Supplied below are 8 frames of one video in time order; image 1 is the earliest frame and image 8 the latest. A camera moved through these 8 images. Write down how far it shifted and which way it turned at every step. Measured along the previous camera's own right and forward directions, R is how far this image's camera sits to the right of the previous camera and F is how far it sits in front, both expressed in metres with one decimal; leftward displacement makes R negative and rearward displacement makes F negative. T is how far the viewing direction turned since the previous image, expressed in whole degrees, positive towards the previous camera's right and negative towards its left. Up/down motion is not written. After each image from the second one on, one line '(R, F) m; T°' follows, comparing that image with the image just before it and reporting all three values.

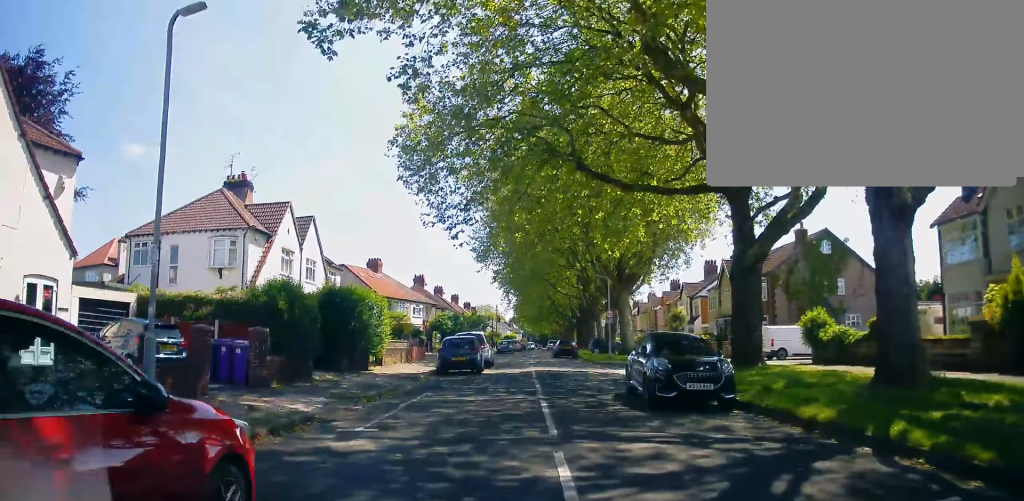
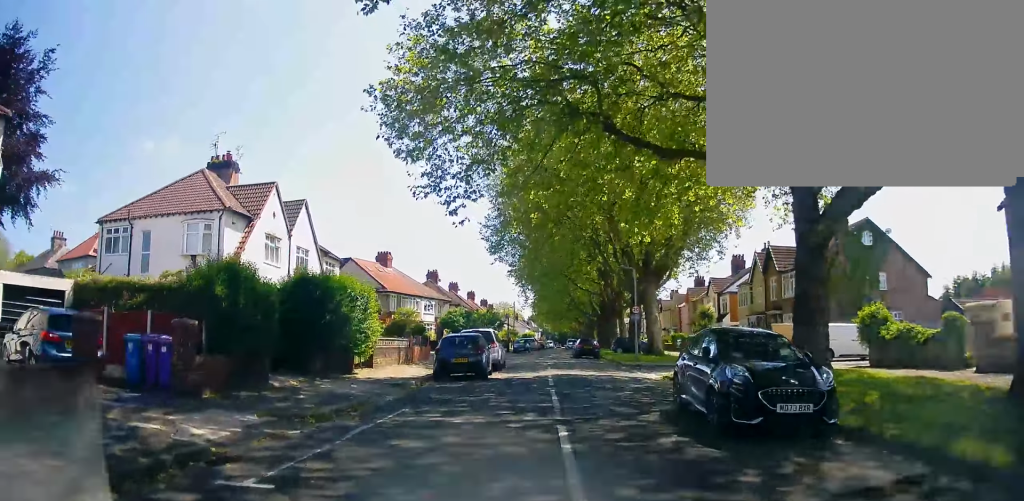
(0.0, +4.0) m; +1°
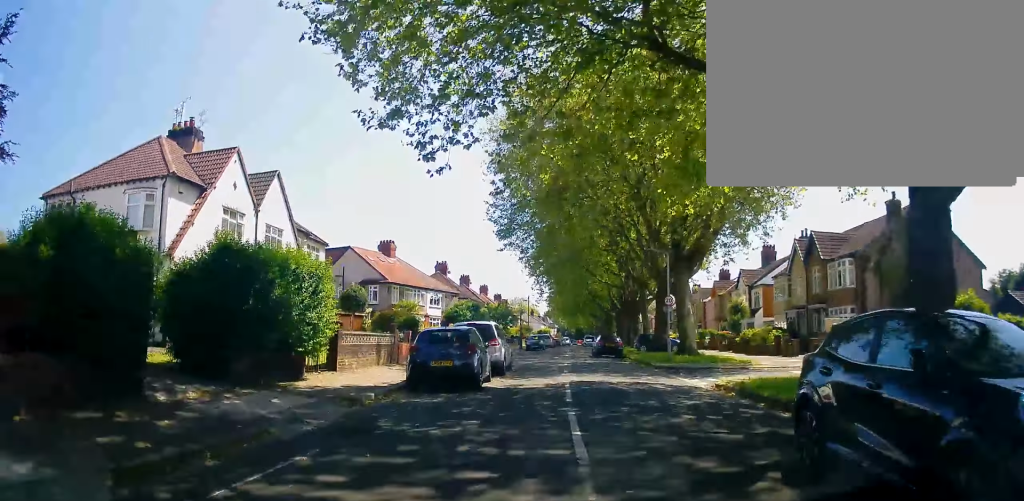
(+0.1, +5.3) m; 0°
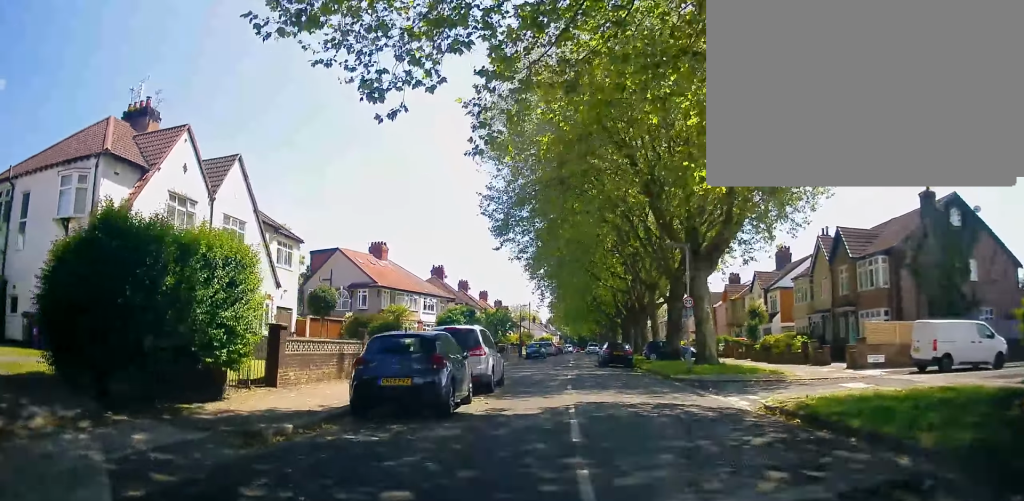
(0.0, +3.9) m; 0°
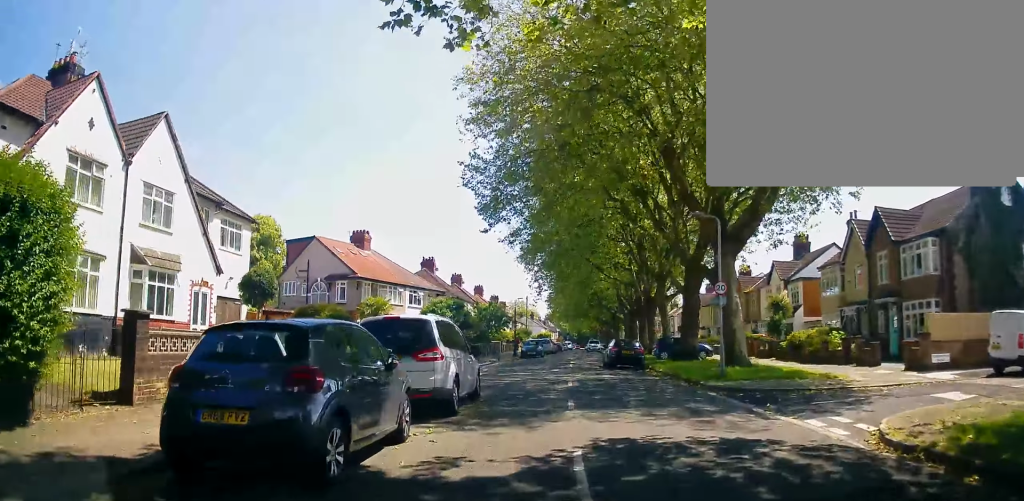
(-0.1, +5.1) m; -1°
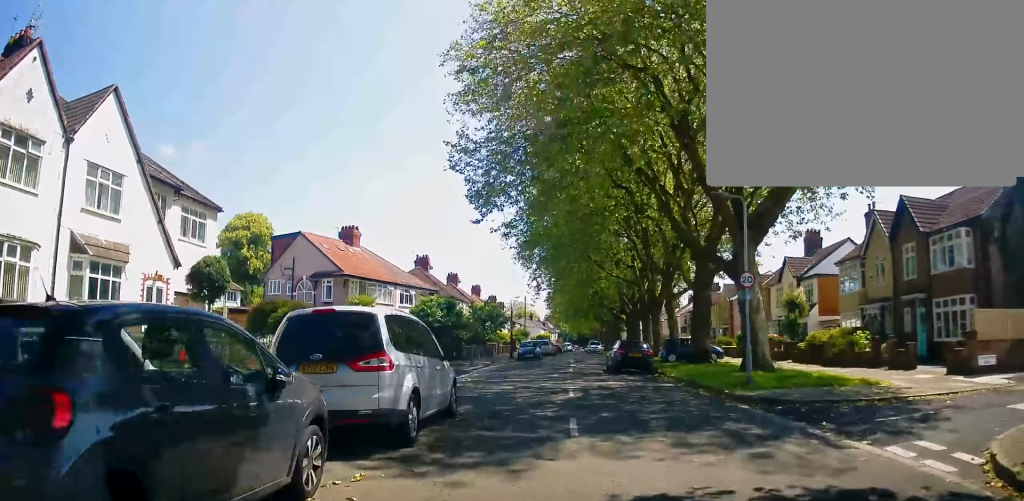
(0.0, +2.8) m; -2°
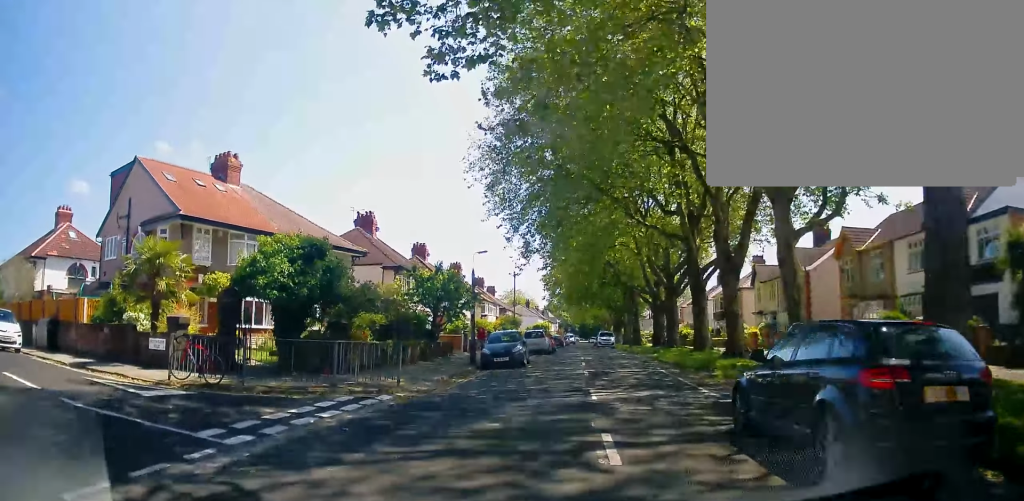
(-0.7, +20.4) m; +1°
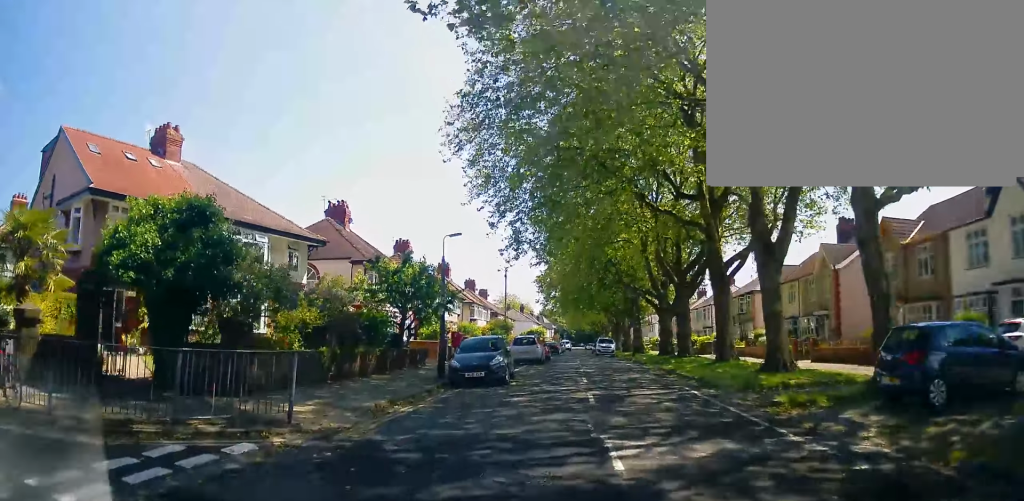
(0.0, +5.8) m; 0°
